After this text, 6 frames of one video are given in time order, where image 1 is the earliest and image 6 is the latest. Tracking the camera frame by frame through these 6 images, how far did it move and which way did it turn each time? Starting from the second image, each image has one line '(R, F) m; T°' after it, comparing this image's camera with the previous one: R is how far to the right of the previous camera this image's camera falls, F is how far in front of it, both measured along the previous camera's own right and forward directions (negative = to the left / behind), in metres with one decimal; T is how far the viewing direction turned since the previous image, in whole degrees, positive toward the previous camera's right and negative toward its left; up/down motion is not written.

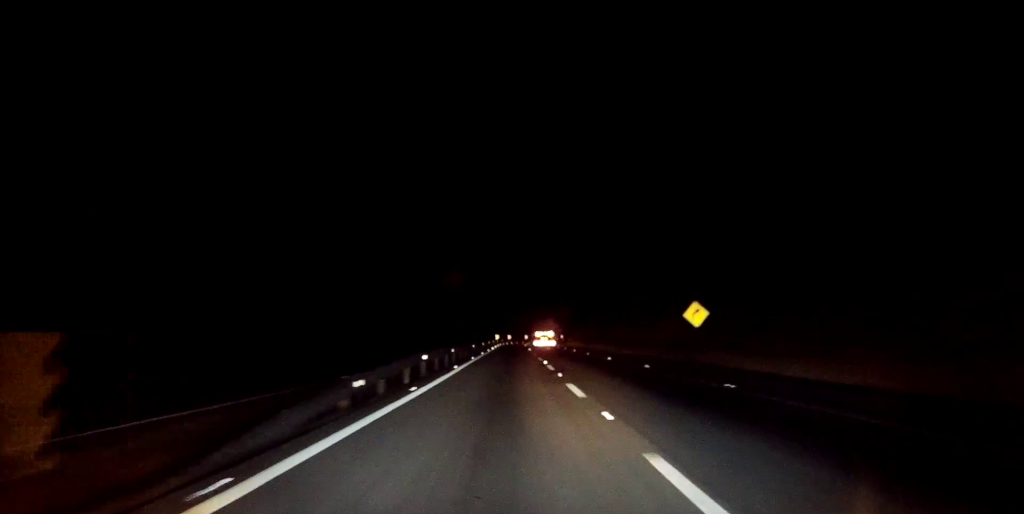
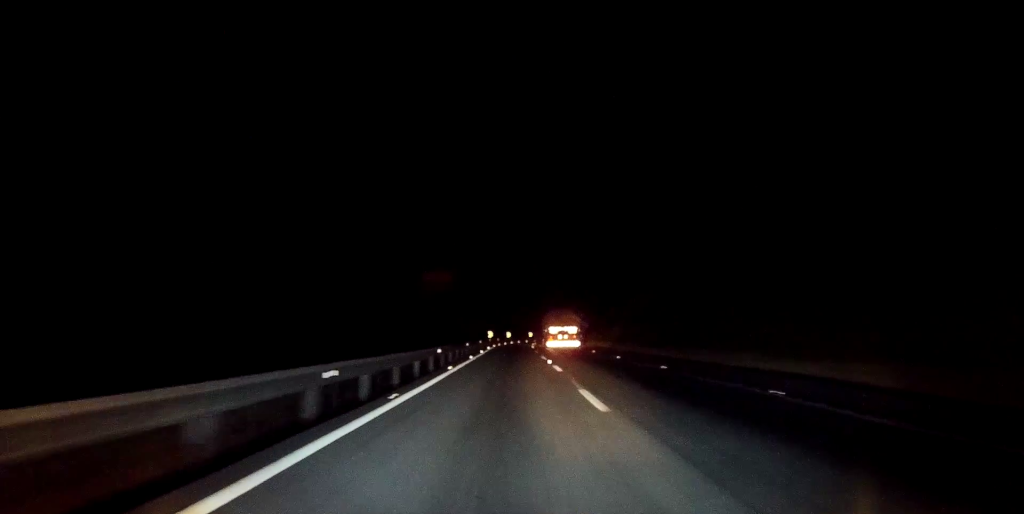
(+0.1, +38.8) m; 0°
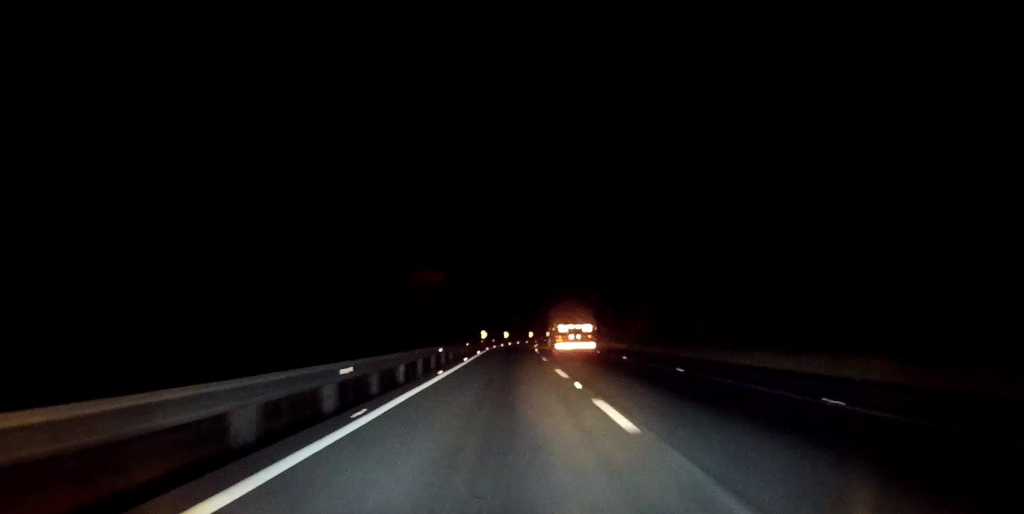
(0.0, +14.7) m; 0°
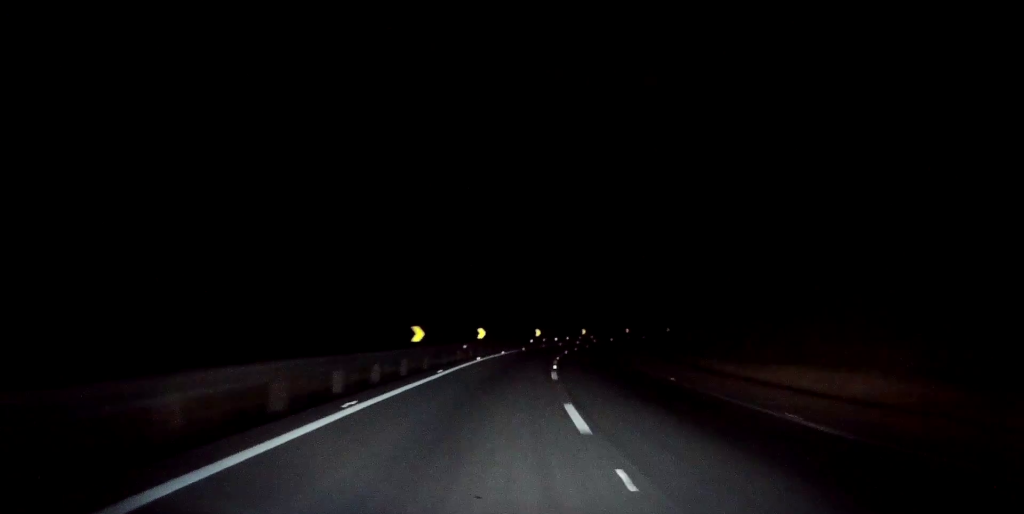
(+4.1, +104.6) m; +7°
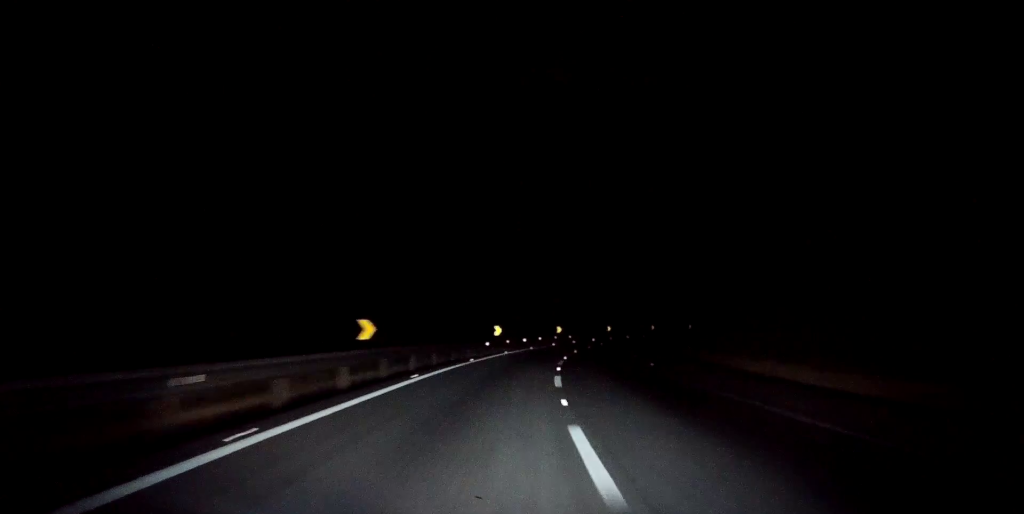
(+0.7, +27.6) m; +3°
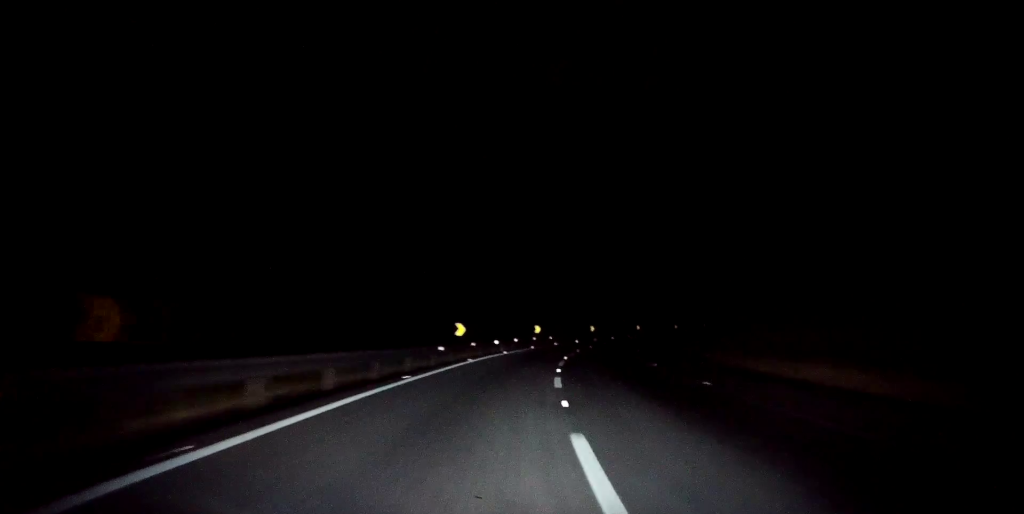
(-0.2, +12.7) m; +2°
